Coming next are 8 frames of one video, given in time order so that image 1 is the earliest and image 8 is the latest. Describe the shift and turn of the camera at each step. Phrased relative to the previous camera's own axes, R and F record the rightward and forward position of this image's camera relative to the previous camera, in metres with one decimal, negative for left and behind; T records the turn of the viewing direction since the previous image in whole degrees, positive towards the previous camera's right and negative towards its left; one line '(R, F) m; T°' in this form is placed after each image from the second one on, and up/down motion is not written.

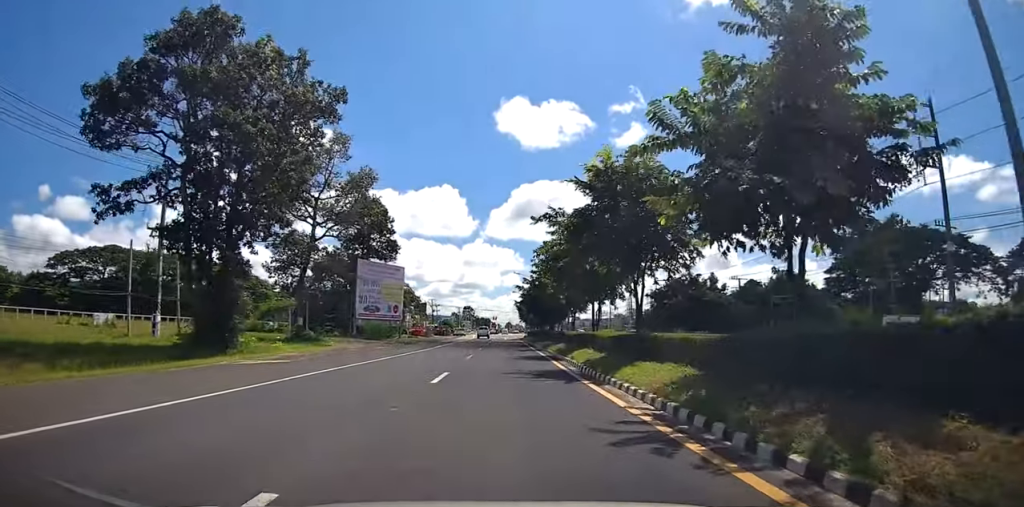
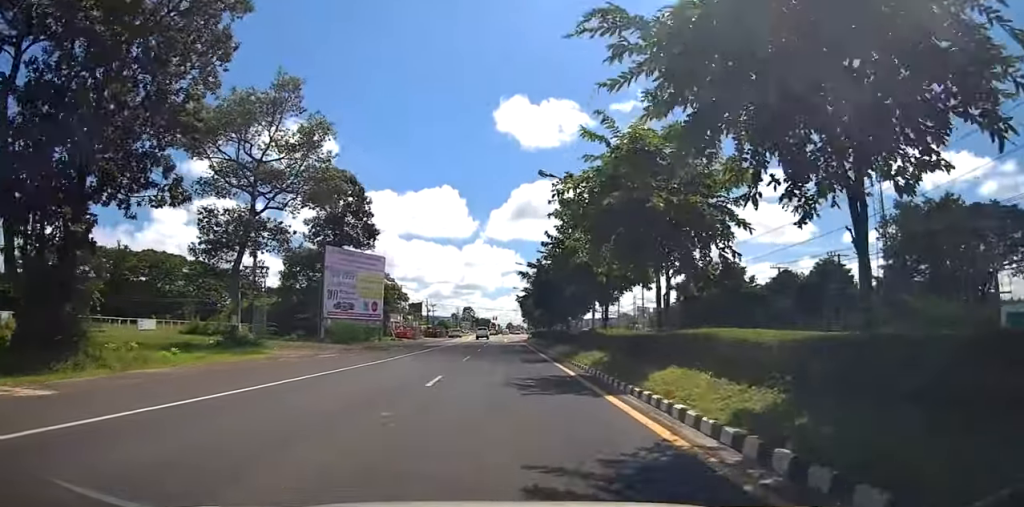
(0.0, +13.3) m; 0°
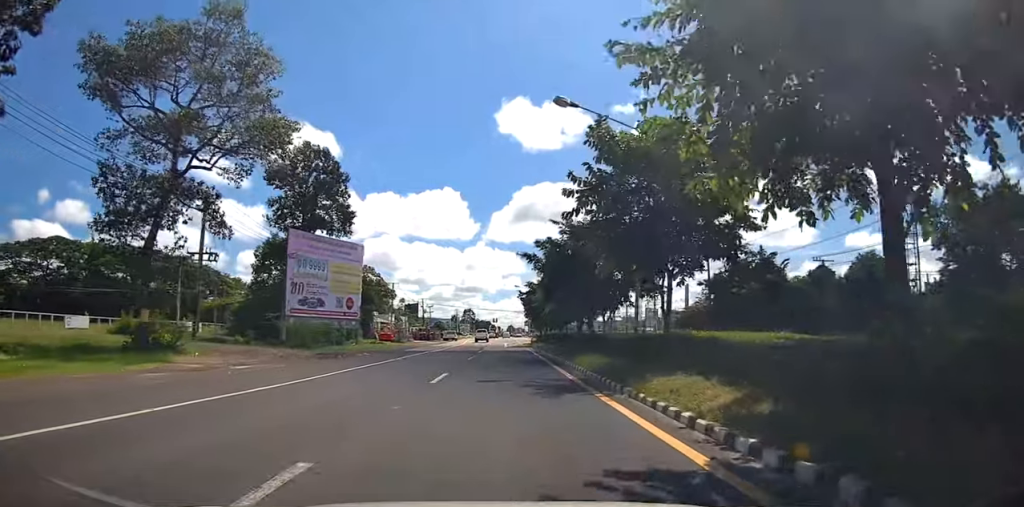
(0.0, +10.8) m; +1°
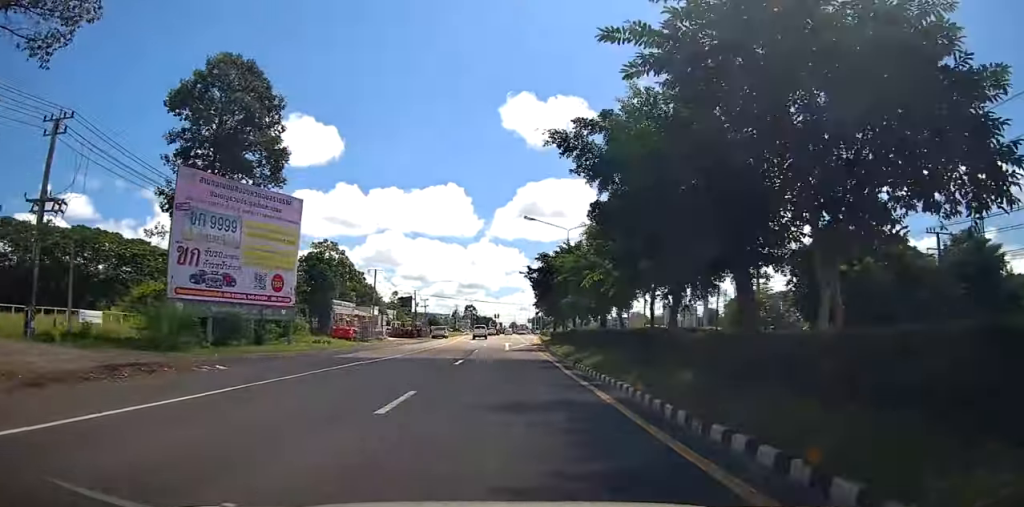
(+0.2, +18.3) m; -1°
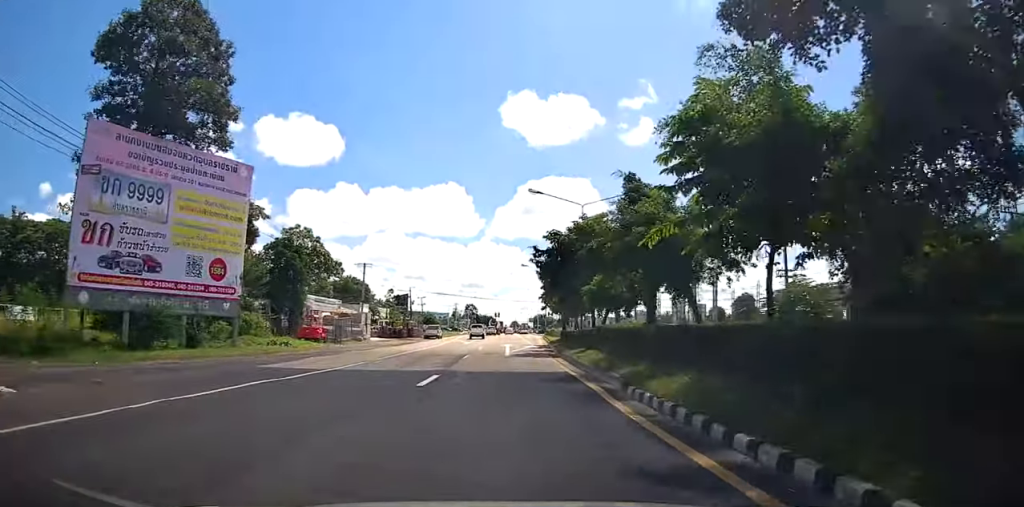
(-0.1, +8.1) m; 0°
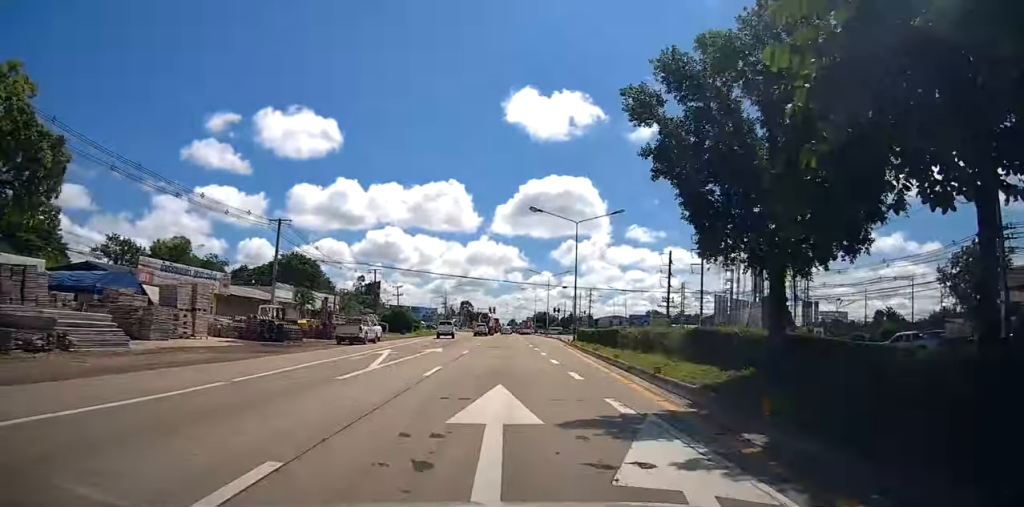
(+0.2, +32.5) m; 0°
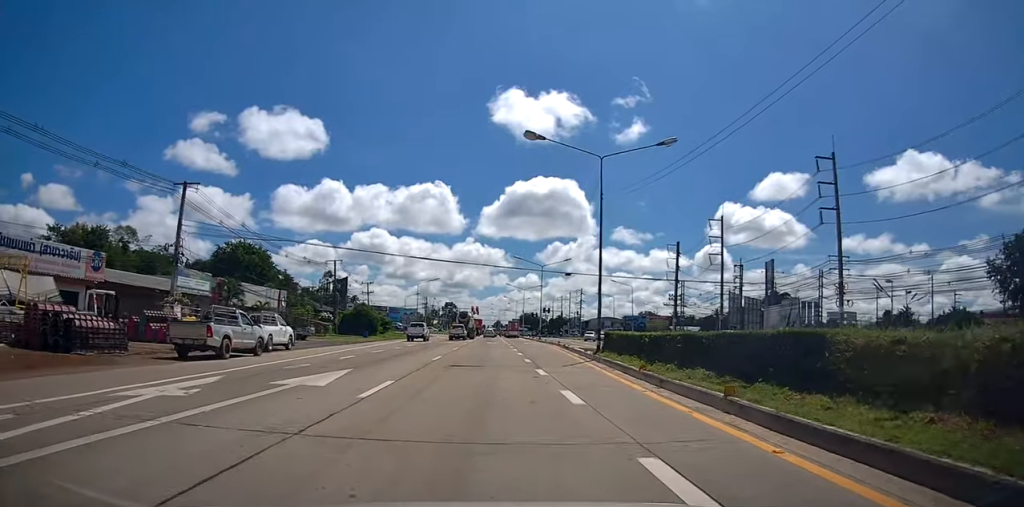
(-0.2, +13.6) m; +1°
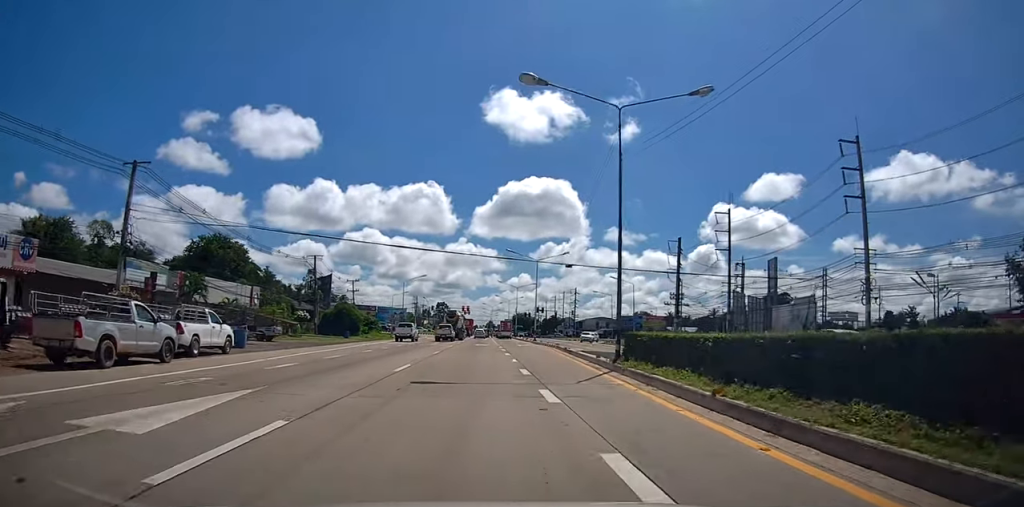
(+0.1, +4.9) m; +1°
